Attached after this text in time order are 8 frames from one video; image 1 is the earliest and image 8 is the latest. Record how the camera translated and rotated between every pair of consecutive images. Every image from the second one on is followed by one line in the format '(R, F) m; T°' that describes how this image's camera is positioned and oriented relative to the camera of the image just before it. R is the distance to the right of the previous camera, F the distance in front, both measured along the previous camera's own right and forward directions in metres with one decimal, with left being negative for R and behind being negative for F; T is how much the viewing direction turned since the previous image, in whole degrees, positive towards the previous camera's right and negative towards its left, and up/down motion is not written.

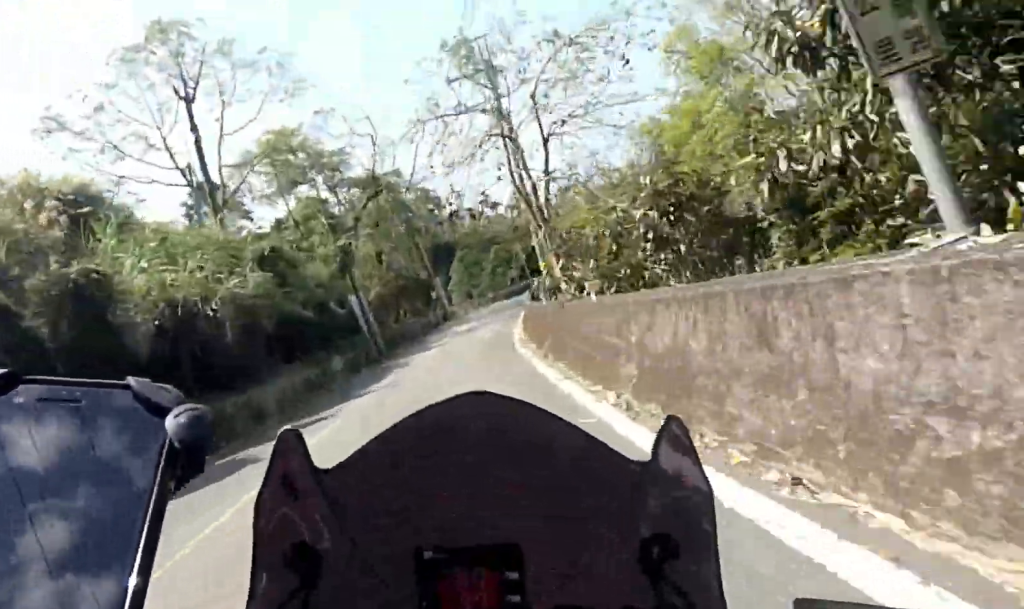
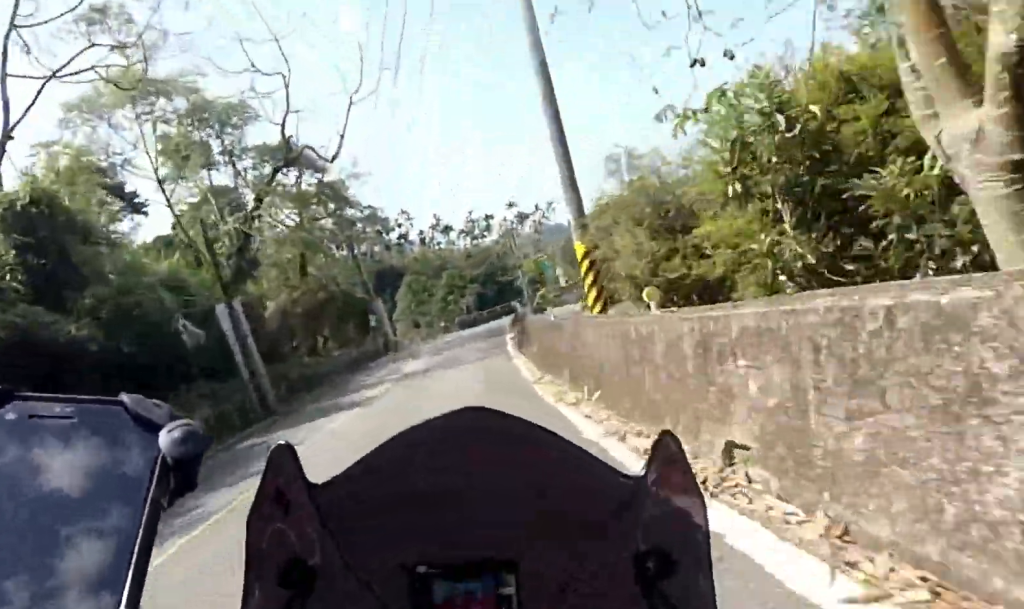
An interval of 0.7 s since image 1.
(0.0, +12.8) m; 0°
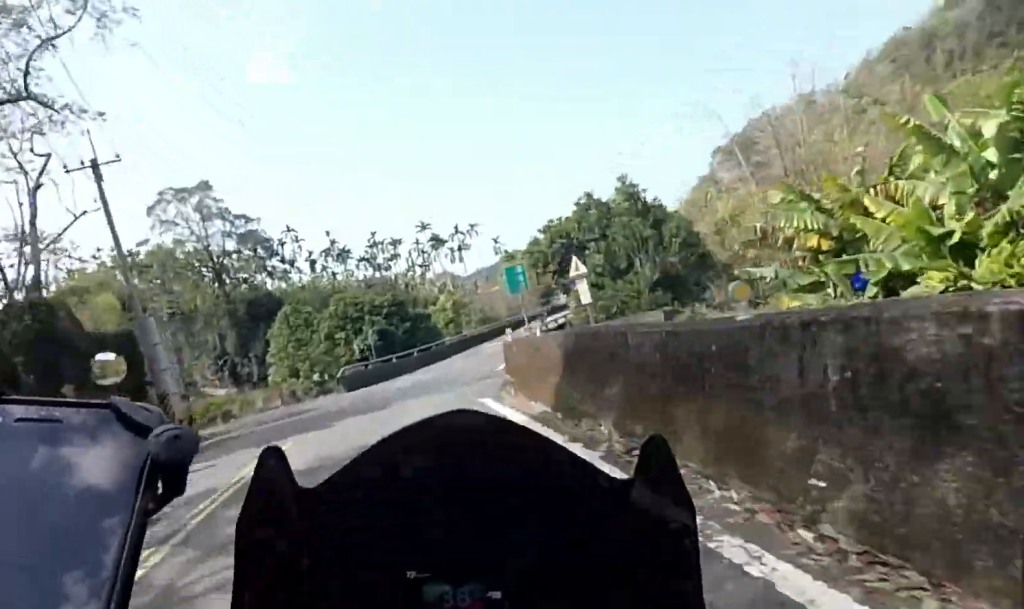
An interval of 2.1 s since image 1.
(+0.9, +28.0) m; +11°
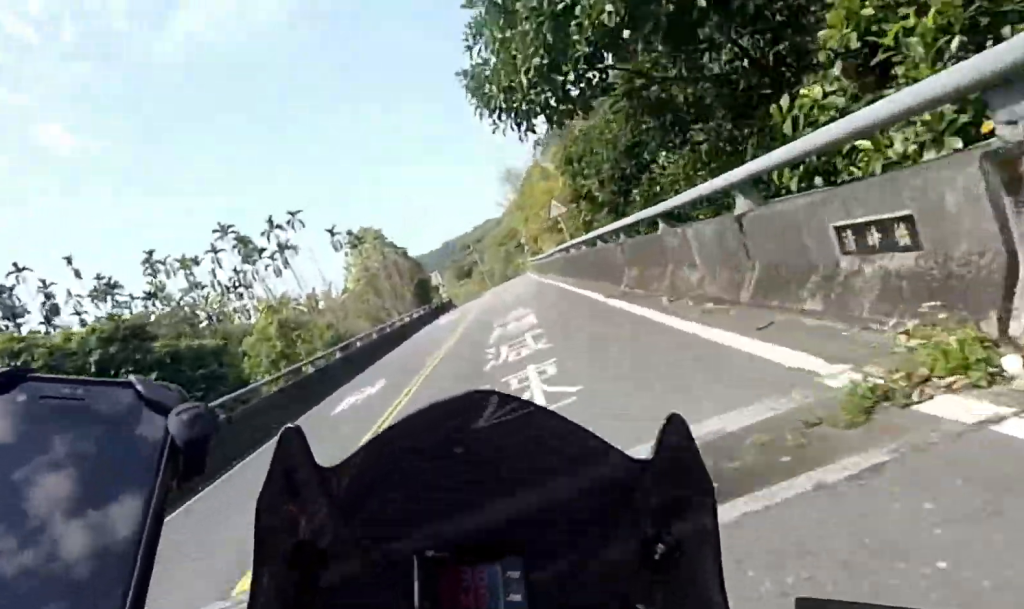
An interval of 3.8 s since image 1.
(+9.7, +30.2) m; +30°
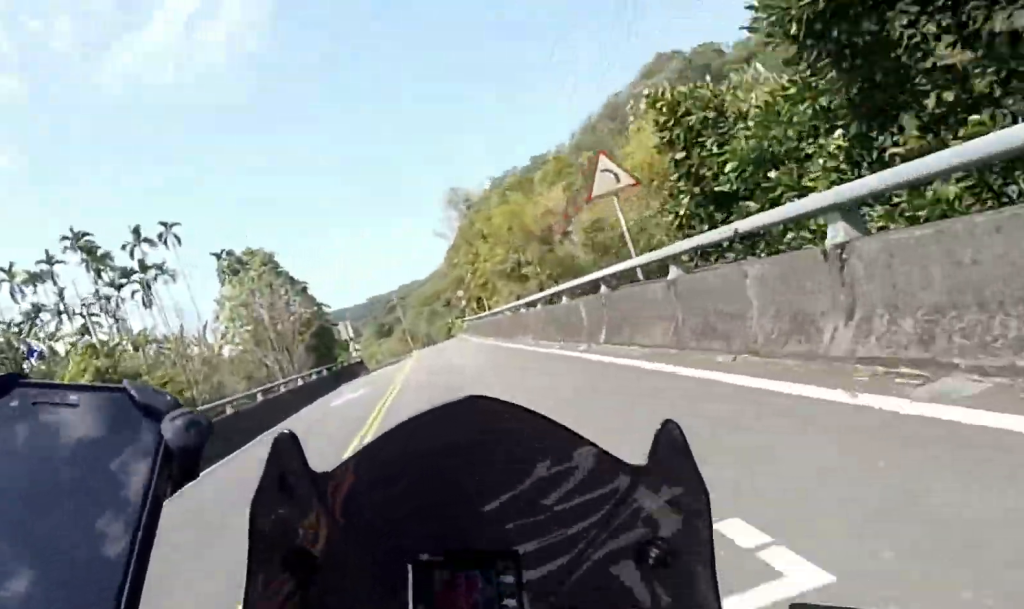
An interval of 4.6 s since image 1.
(+0.4, +14.5) m; +1°
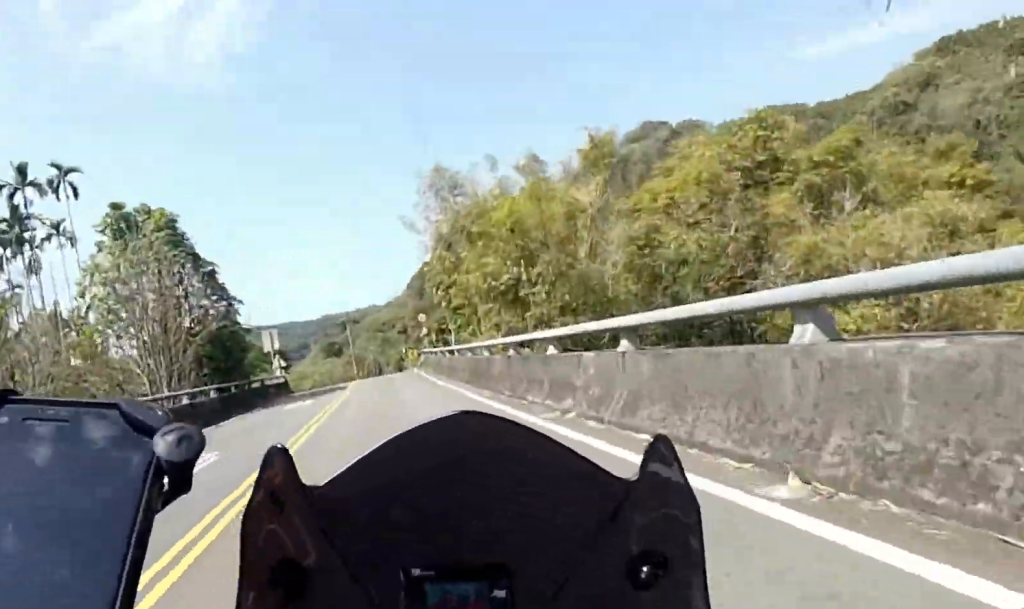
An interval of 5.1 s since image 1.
(0.0, +9.6) m; -1°
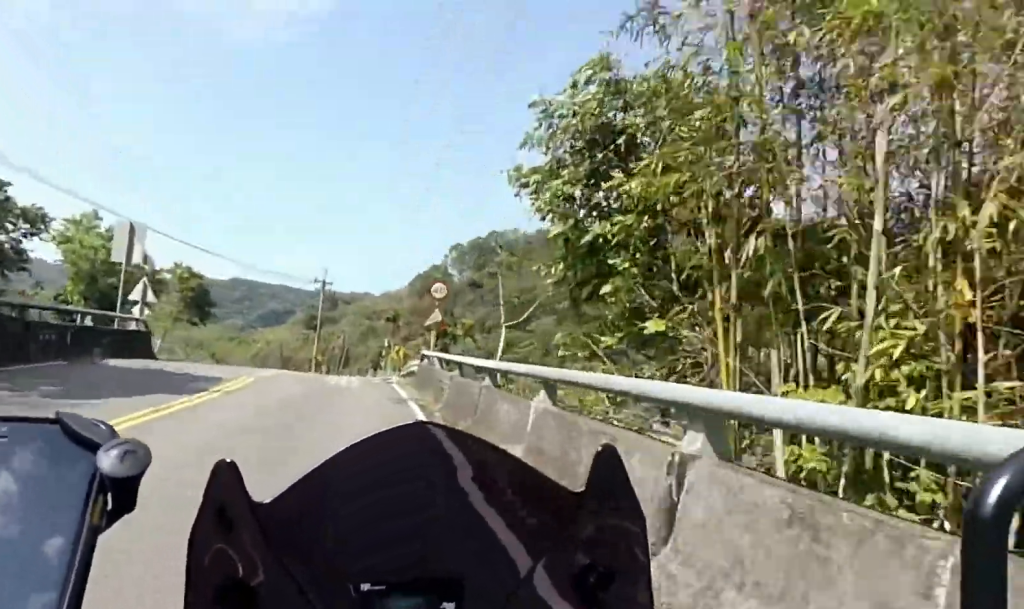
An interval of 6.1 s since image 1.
(-0.3, +17.7) m; -4°
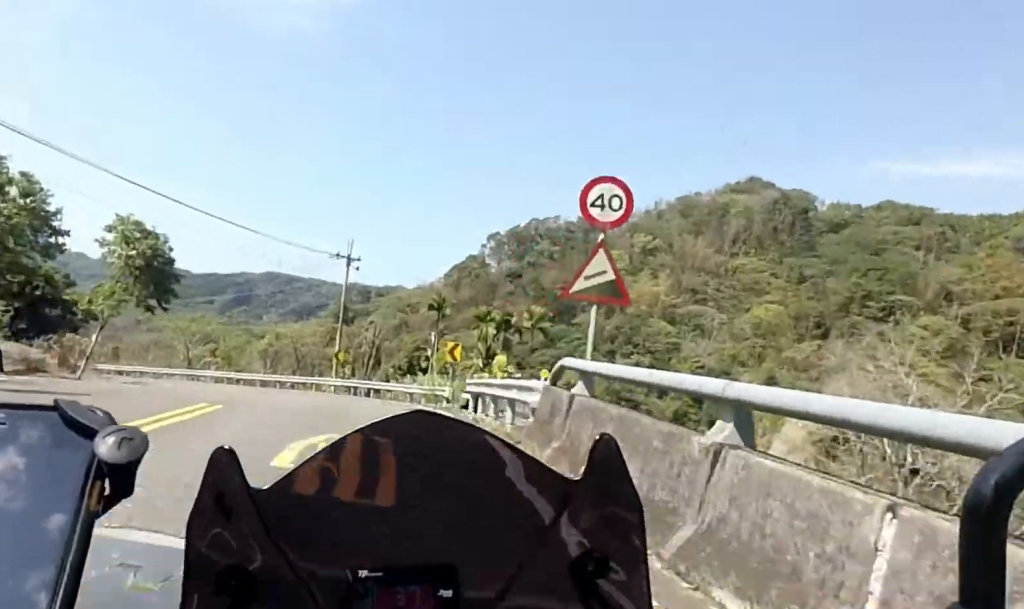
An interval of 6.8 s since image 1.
(-0.4, +11.3) m; -4°
